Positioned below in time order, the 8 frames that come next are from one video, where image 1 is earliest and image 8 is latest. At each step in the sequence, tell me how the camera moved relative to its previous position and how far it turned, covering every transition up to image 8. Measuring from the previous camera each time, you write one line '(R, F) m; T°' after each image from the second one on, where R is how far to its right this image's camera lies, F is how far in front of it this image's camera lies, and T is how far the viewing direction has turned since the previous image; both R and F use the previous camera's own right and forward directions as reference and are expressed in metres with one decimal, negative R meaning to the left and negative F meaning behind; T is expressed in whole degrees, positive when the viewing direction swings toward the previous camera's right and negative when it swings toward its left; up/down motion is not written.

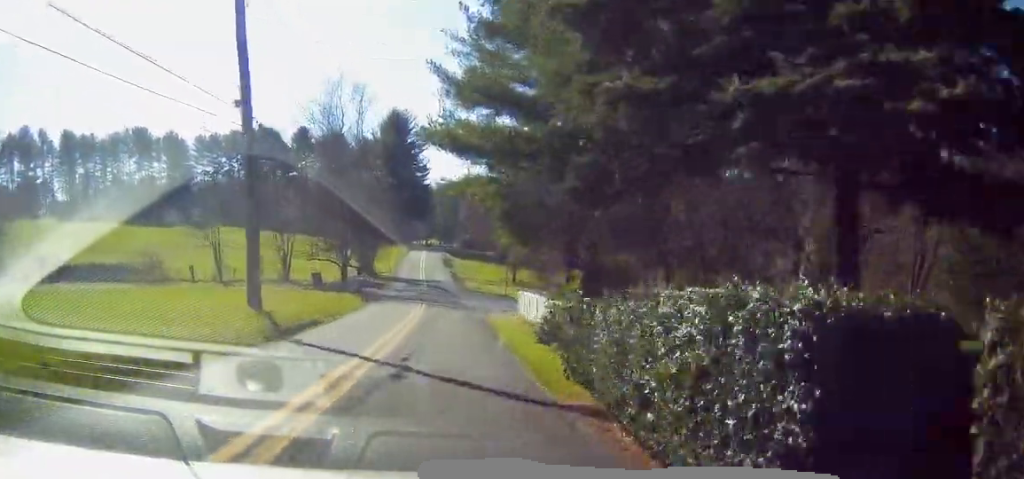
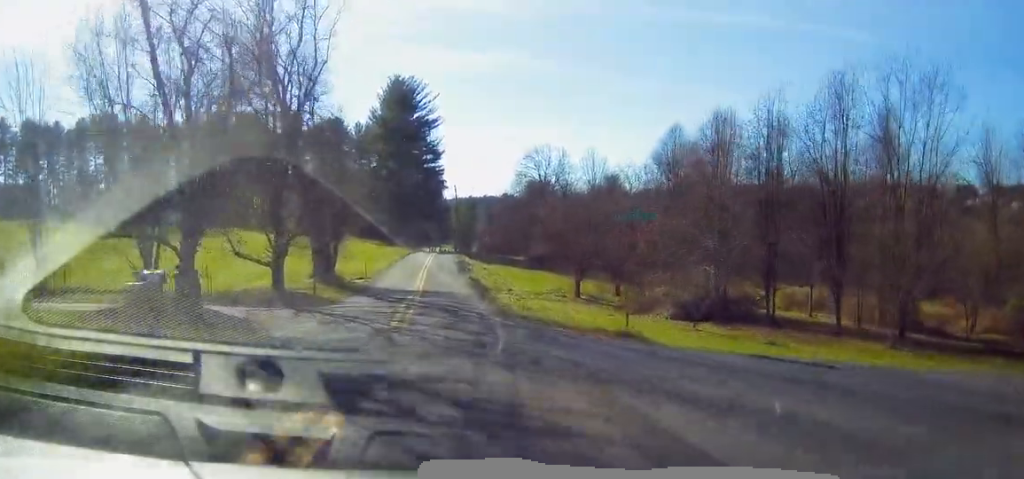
(+0.2, +32.3) m; +1°
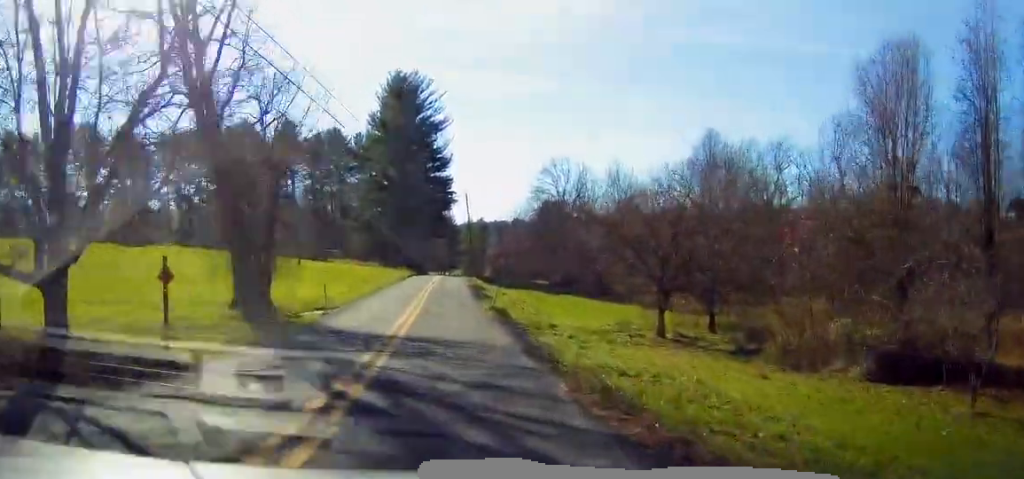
(-0.2, +17.0) m; -2°
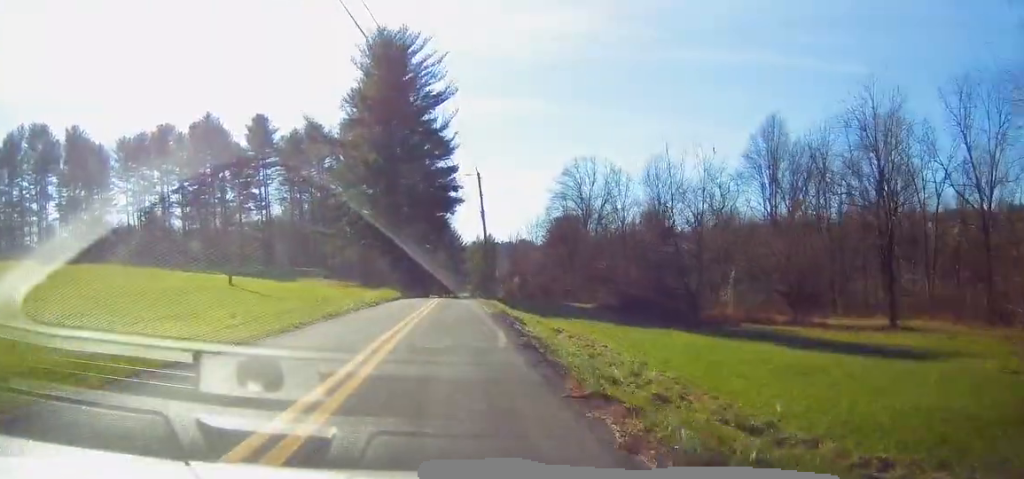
(-0.4, +26.4) m; 0°
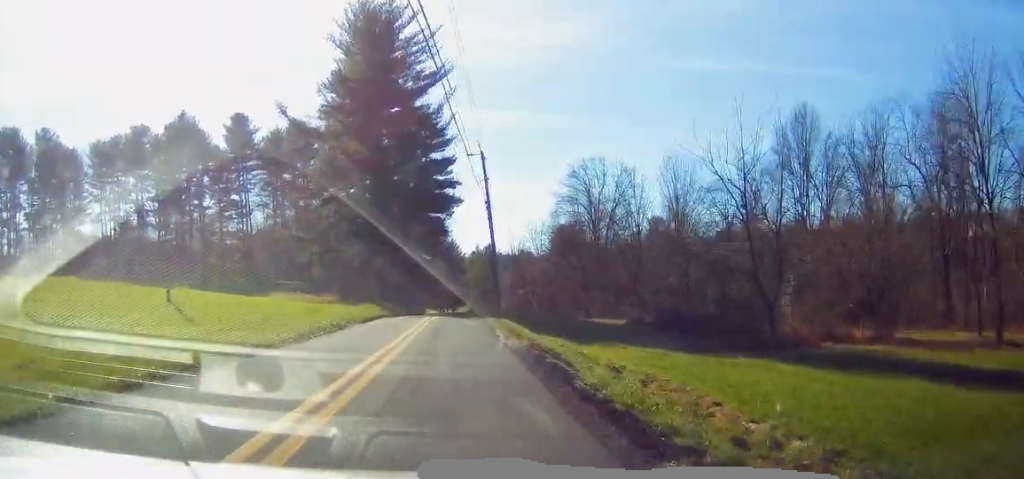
(+0.3, +11.5) m; 0°
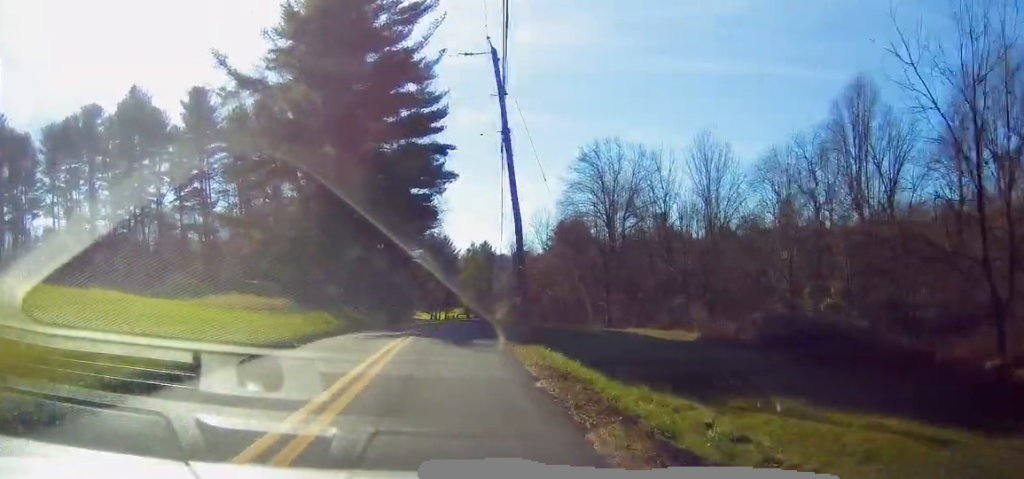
(-0.2, +16.8) m; 0°
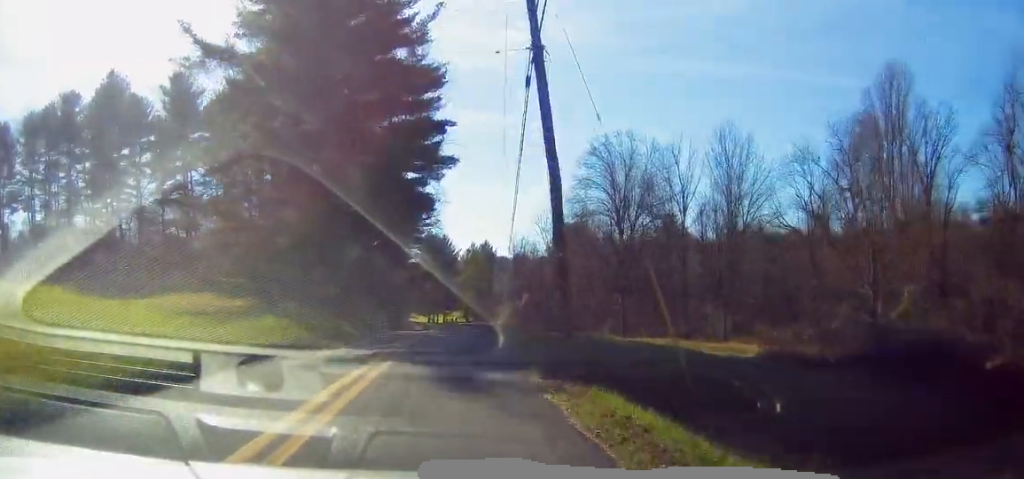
(-0.1, +7.5) m; 0°
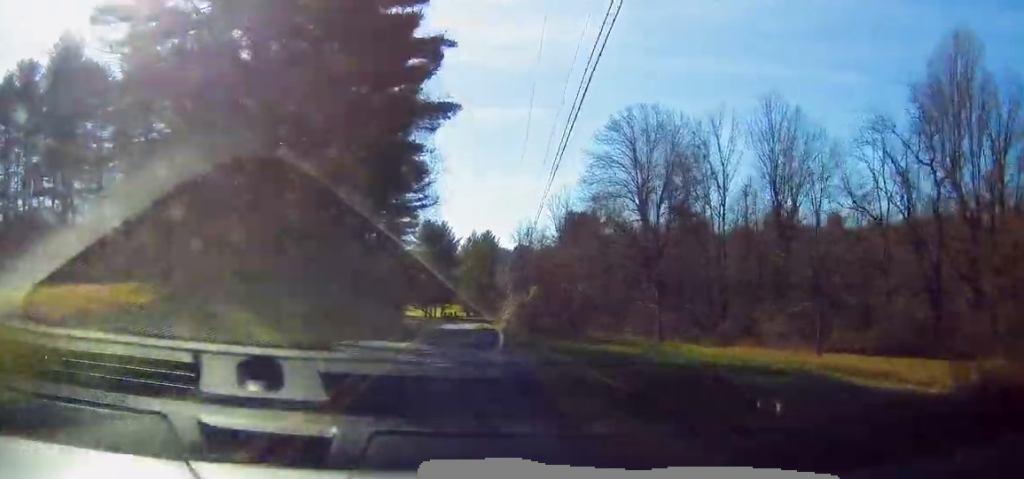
(+0.3, +12.7) m; 0°
